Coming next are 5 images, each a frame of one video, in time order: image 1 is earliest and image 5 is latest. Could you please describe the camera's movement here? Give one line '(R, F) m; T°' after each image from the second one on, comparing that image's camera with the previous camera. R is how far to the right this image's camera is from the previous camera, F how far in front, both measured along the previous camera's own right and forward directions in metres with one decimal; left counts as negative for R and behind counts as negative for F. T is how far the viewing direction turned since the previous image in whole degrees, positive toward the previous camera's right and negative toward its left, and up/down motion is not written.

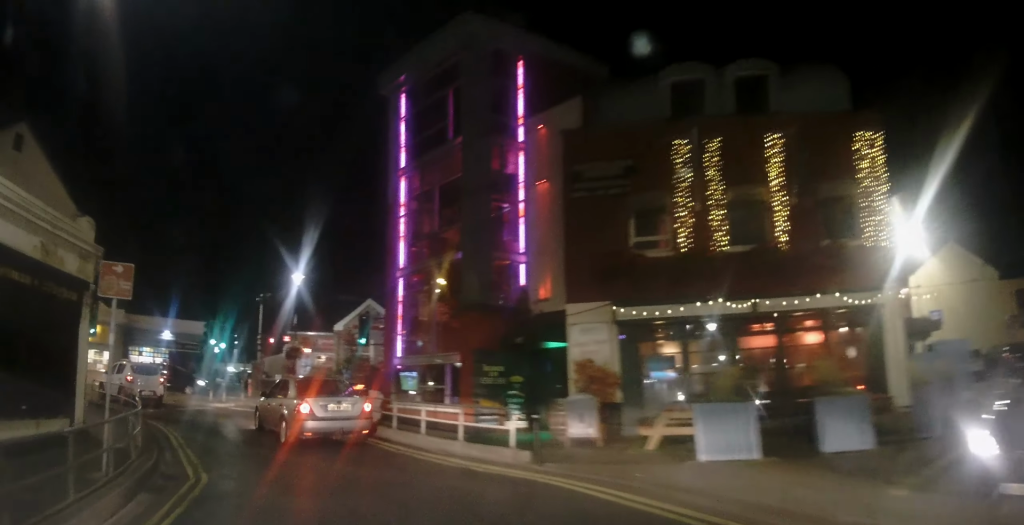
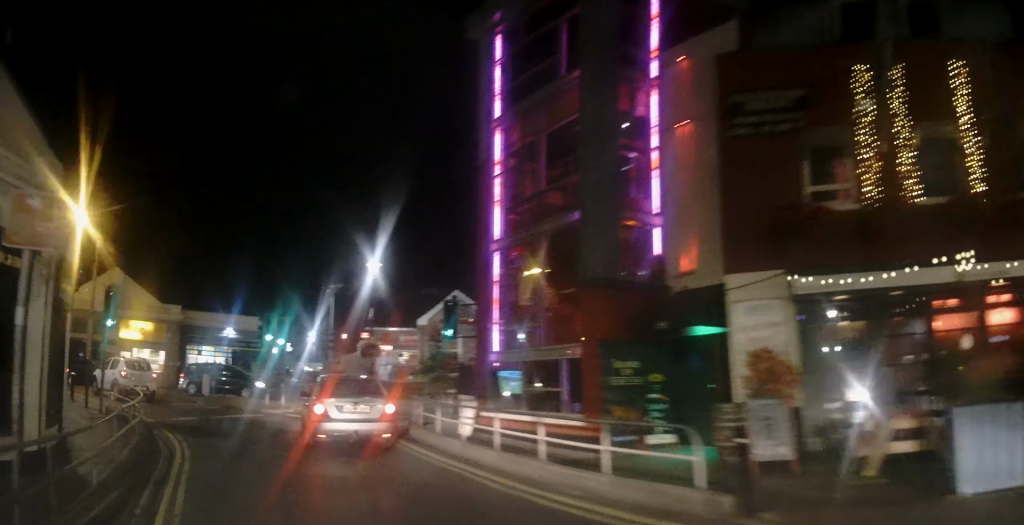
(-0.6, +3.7) m; -10°
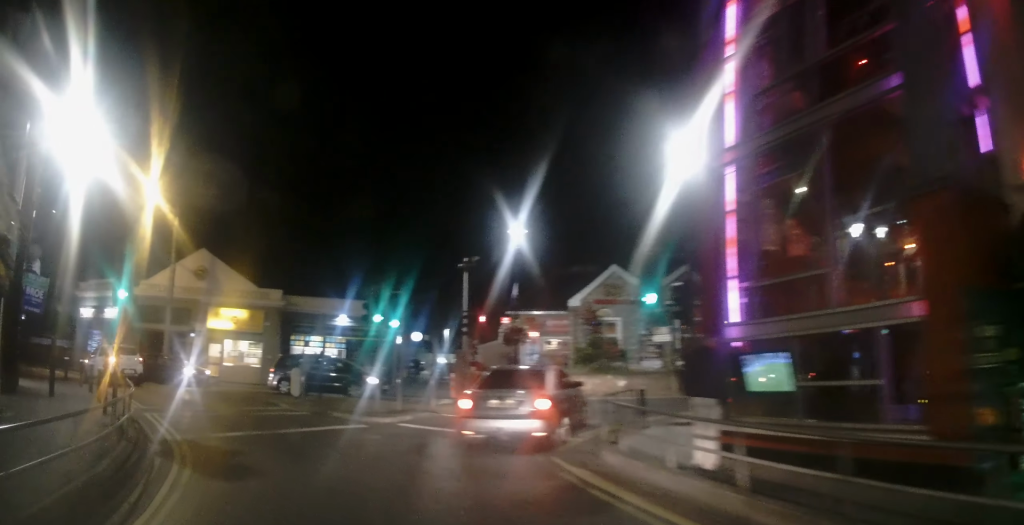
(-0.6, +5.6) m; -12°
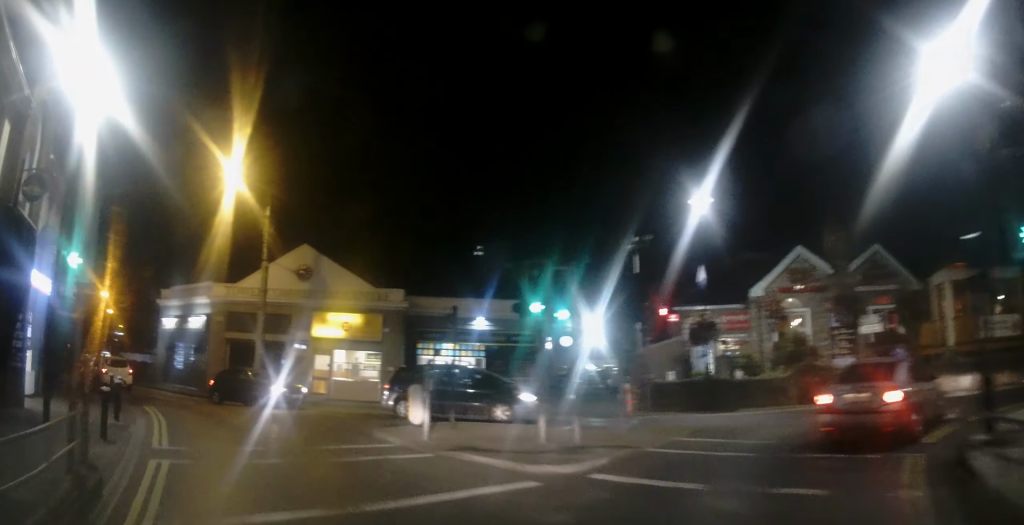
(-0.5, +5.5) m; -15°
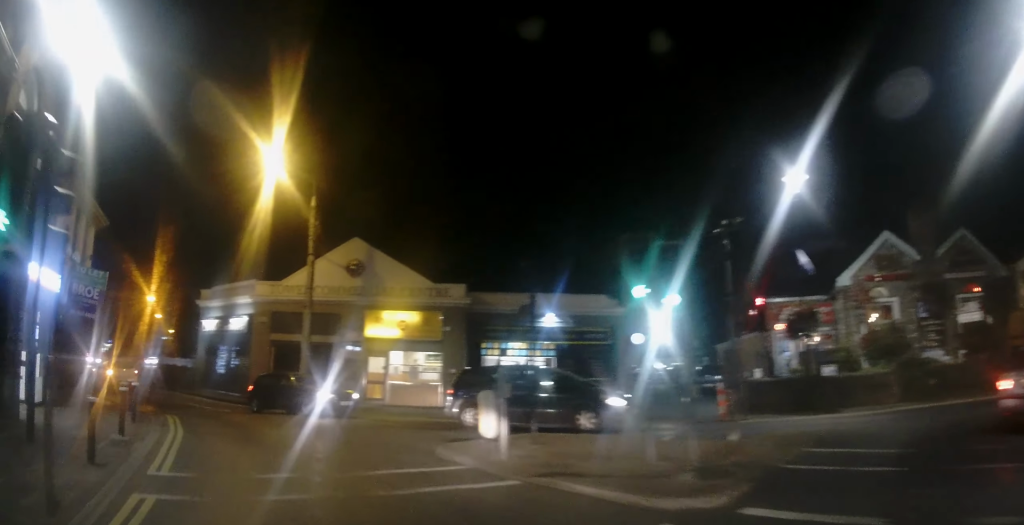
(0.0, +2.2) m; -6°
